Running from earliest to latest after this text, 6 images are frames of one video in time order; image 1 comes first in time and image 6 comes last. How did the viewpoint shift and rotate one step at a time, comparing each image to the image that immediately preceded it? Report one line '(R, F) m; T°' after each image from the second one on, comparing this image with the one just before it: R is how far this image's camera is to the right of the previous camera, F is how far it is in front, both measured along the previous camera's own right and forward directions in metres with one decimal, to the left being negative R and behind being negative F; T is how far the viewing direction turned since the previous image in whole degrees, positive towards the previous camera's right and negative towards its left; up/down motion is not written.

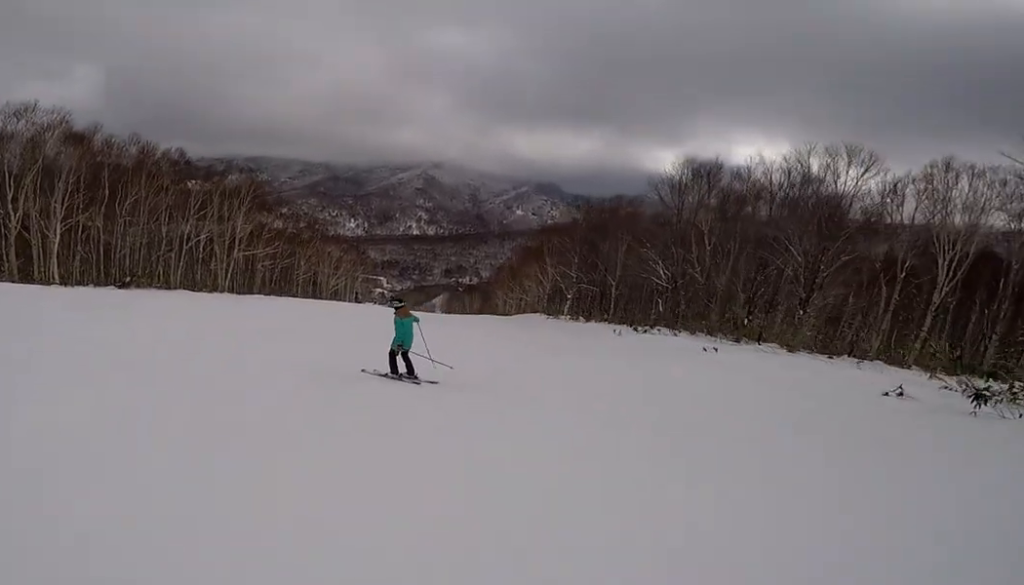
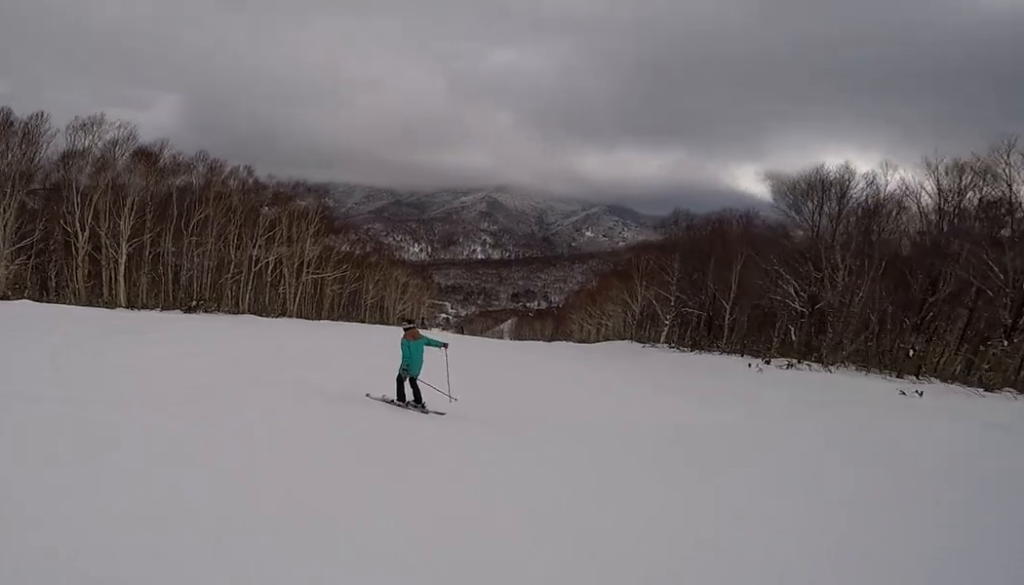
(+0.1, +3.2) m; -6°
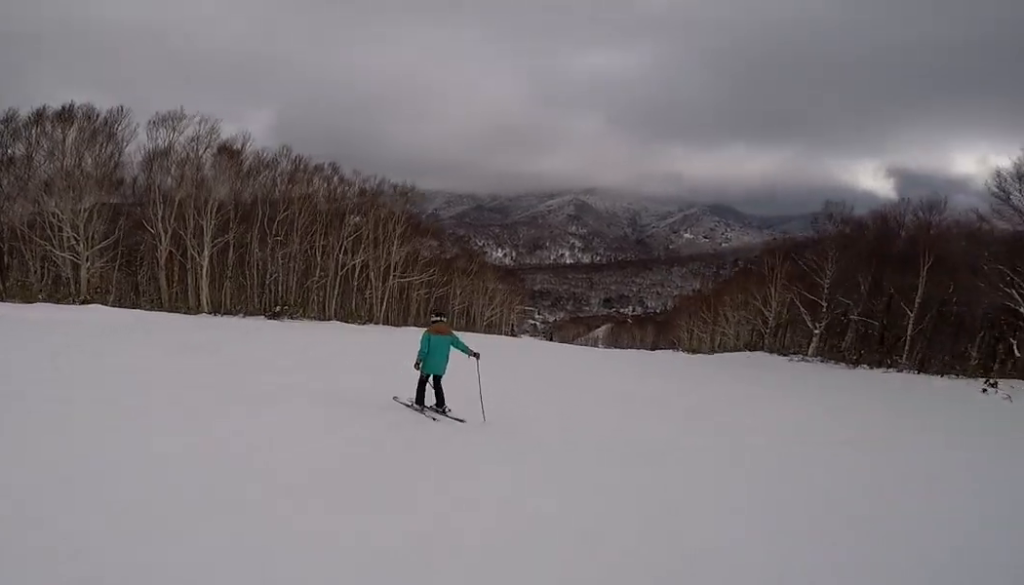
(-0.2, +3.6) m; 0°
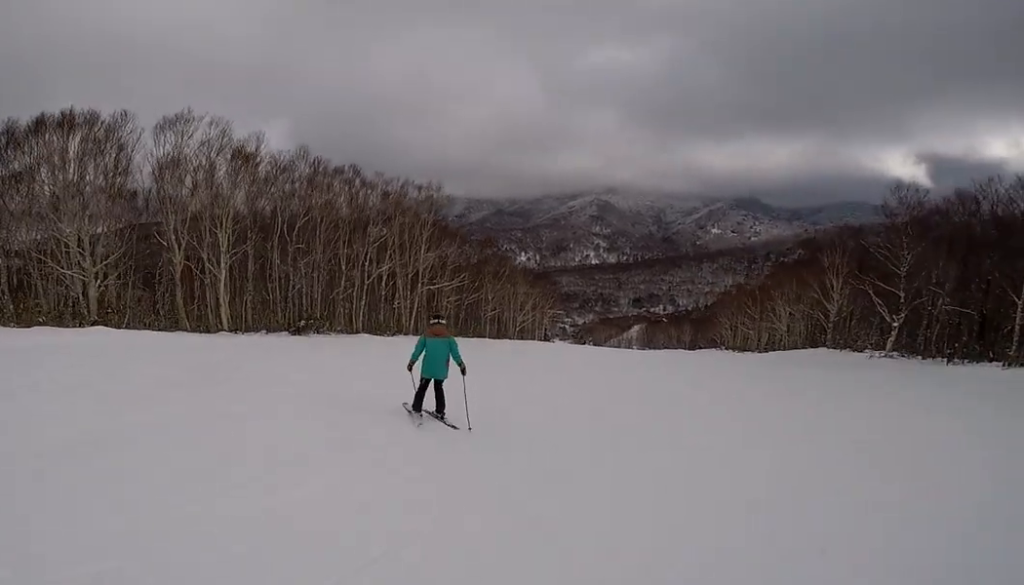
(-0.6, +2.6) m; +5°
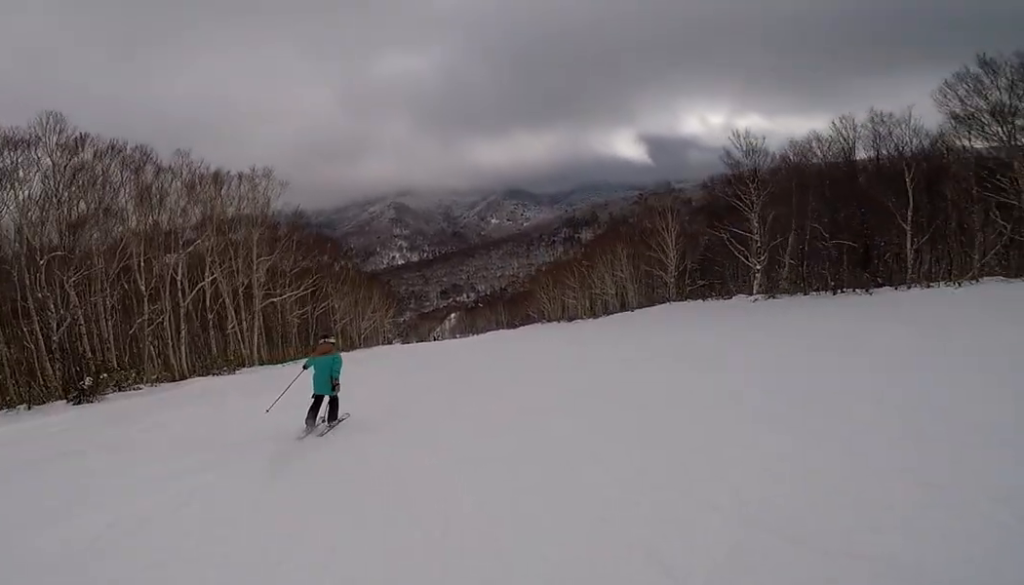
(+2.2, +7.4) m; +27°
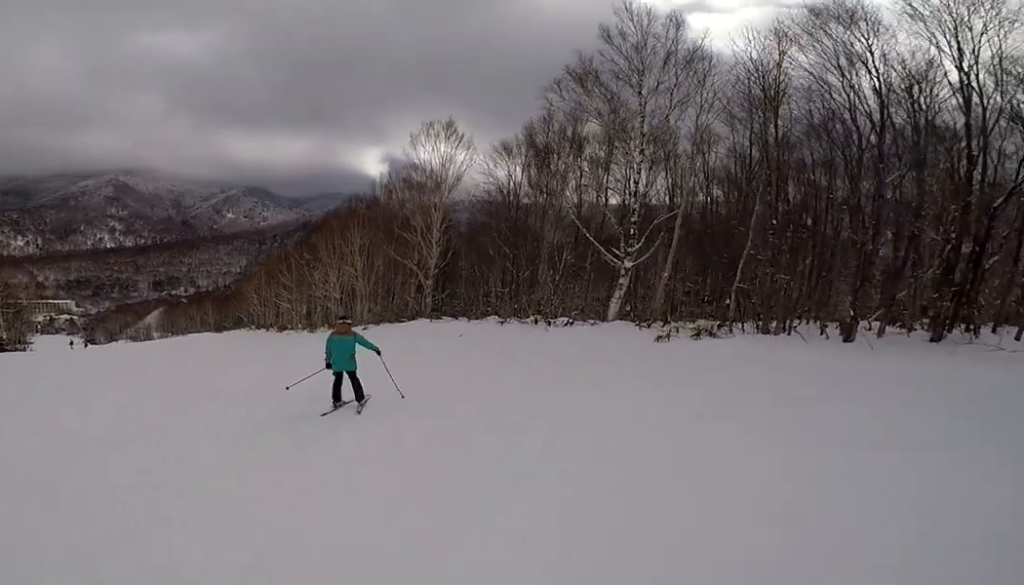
(+9.5, +22.1) m; +22°
